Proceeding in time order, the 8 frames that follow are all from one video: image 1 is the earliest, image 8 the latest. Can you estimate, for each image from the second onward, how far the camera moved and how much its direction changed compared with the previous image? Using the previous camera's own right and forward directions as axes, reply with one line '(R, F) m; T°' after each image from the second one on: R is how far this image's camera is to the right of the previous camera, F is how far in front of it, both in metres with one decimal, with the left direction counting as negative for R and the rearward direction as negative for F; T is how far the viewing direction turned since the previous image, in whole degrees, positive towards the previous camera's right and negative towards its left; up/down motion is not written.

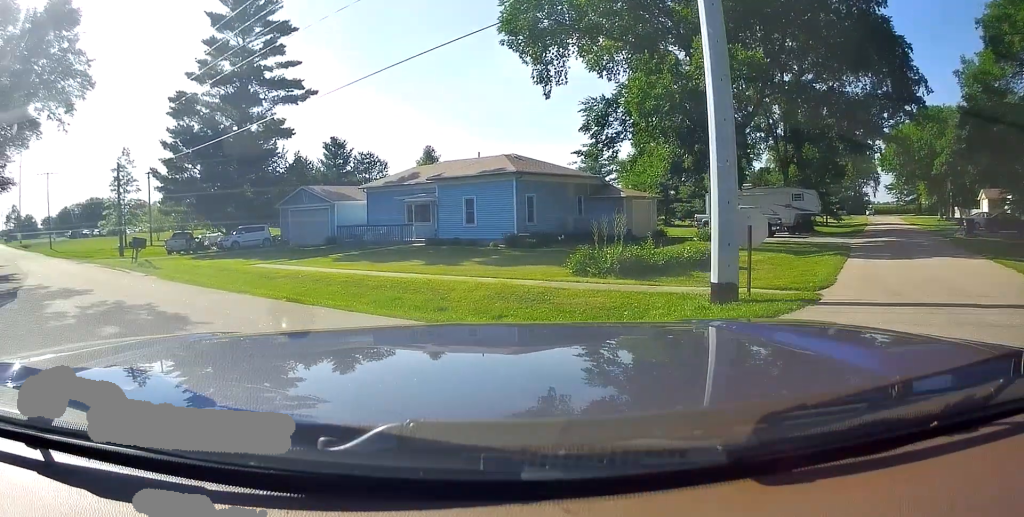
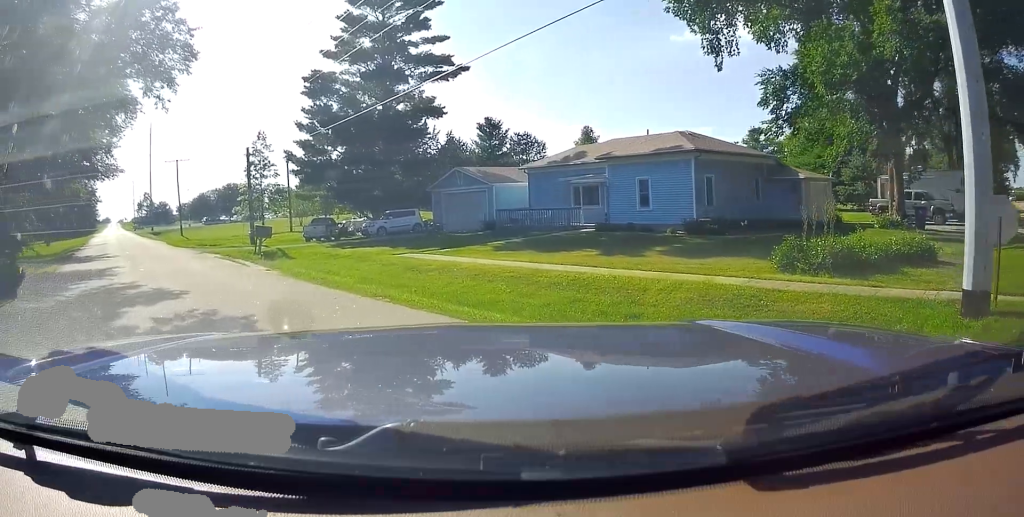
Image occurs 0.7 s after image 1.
(-0.3, +2.1) m; -12°
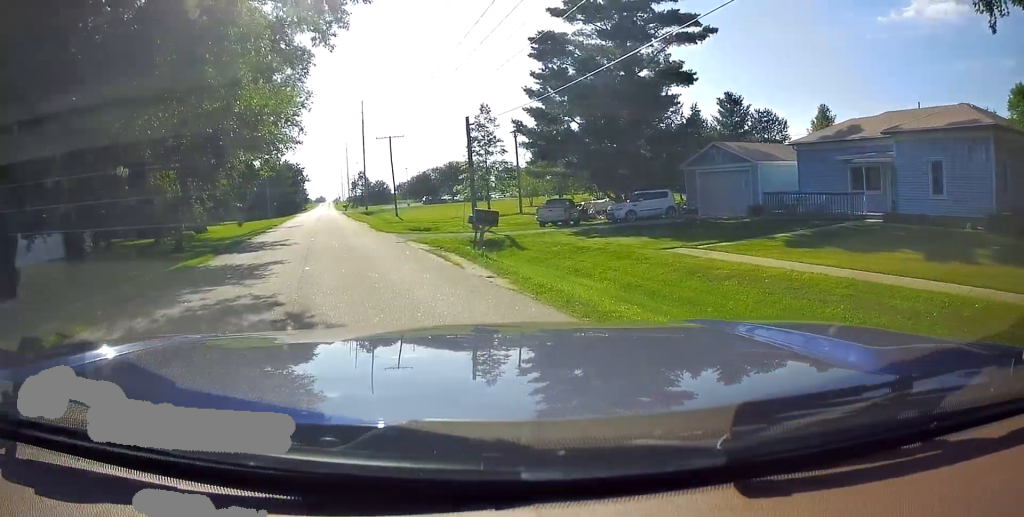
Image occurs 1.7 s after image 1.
(-0.4, +4.2) m; -27°
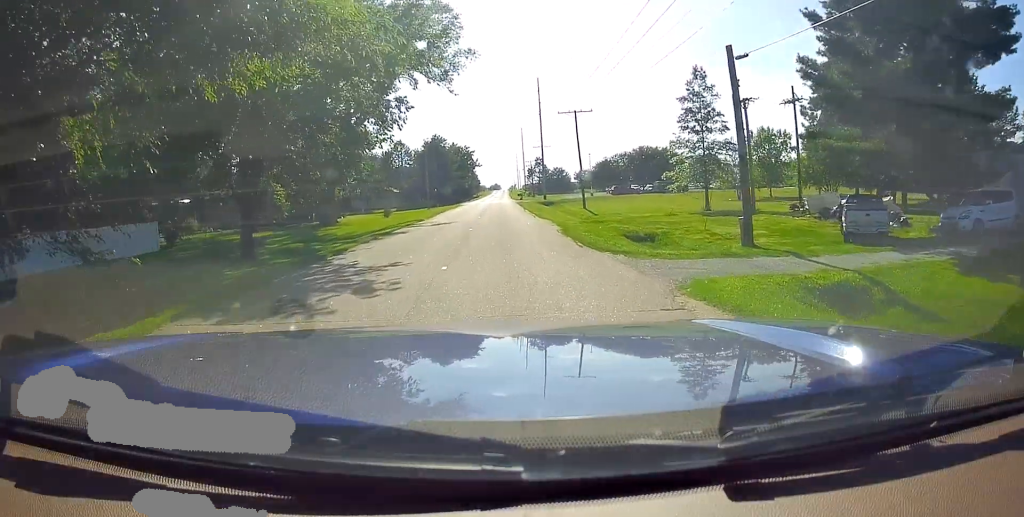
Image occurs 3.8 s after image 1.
(-2.5, +11.1) m; -18°
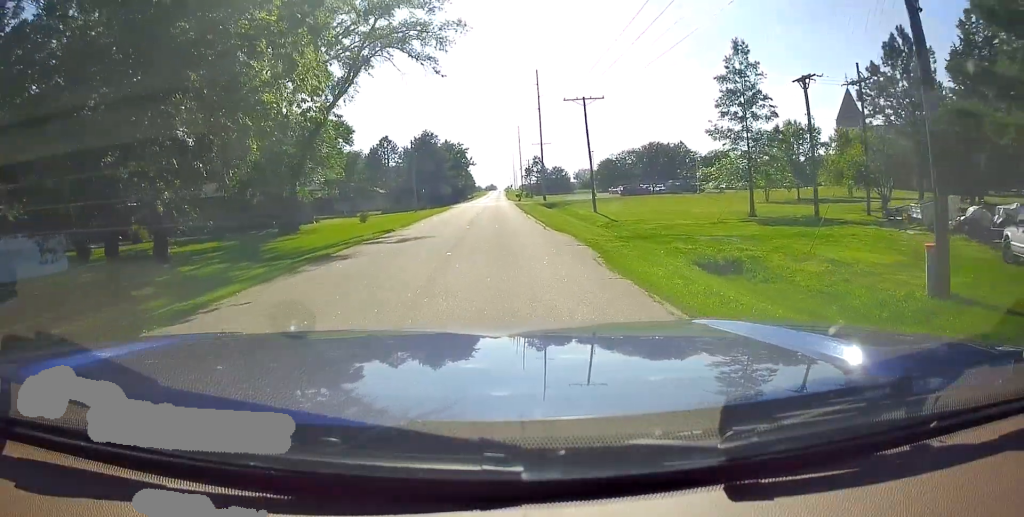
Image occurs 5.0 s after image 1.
(-1.3, +8.1) m; -10°
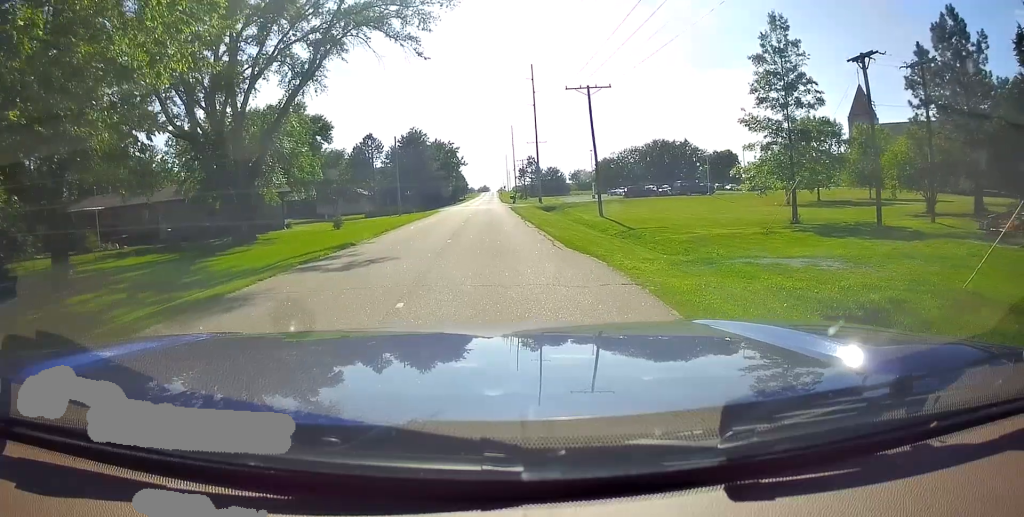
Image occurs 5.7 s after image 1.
(-0.2, +6.0) m; +1°
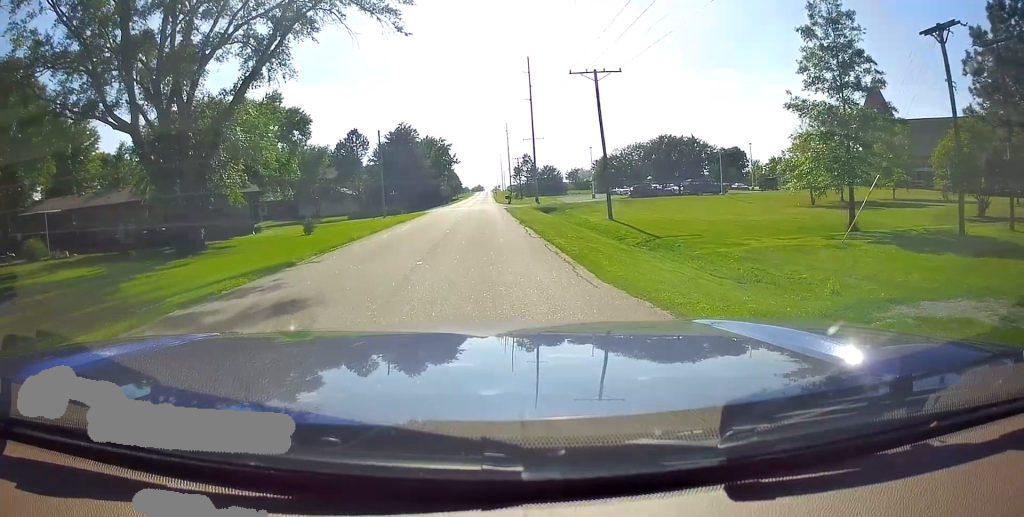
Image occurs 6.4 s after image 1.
(+0.3, +5.7) m; +3°
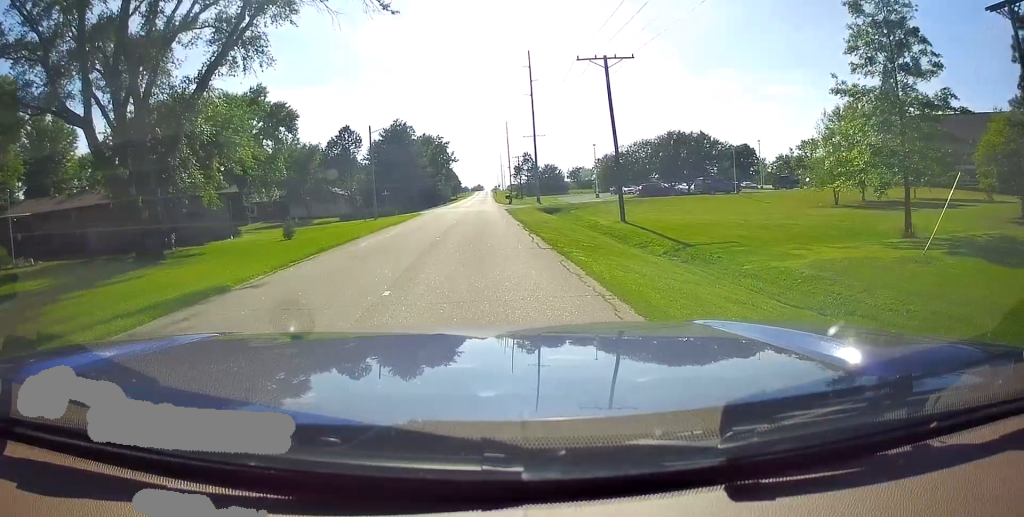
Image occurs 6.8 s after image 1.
(0.0, +3.9) m; +2°
